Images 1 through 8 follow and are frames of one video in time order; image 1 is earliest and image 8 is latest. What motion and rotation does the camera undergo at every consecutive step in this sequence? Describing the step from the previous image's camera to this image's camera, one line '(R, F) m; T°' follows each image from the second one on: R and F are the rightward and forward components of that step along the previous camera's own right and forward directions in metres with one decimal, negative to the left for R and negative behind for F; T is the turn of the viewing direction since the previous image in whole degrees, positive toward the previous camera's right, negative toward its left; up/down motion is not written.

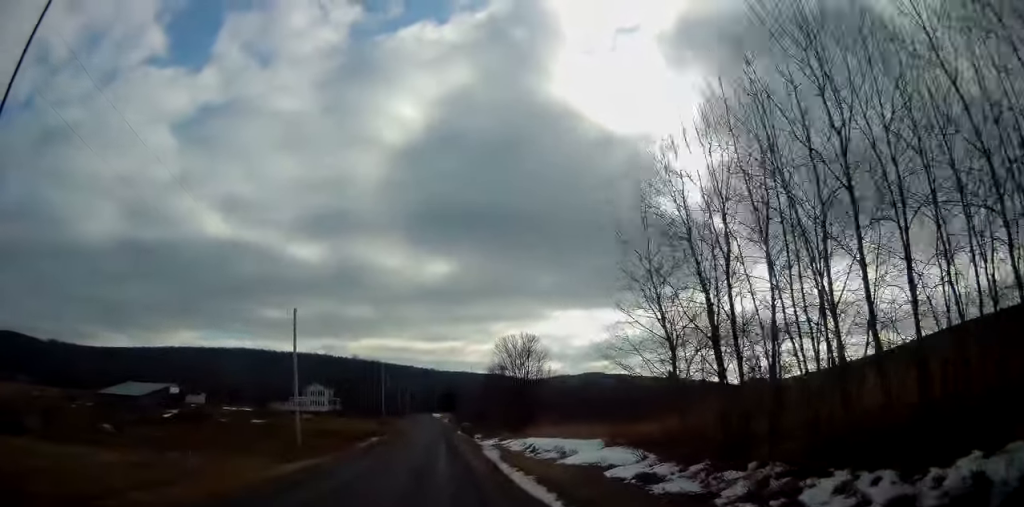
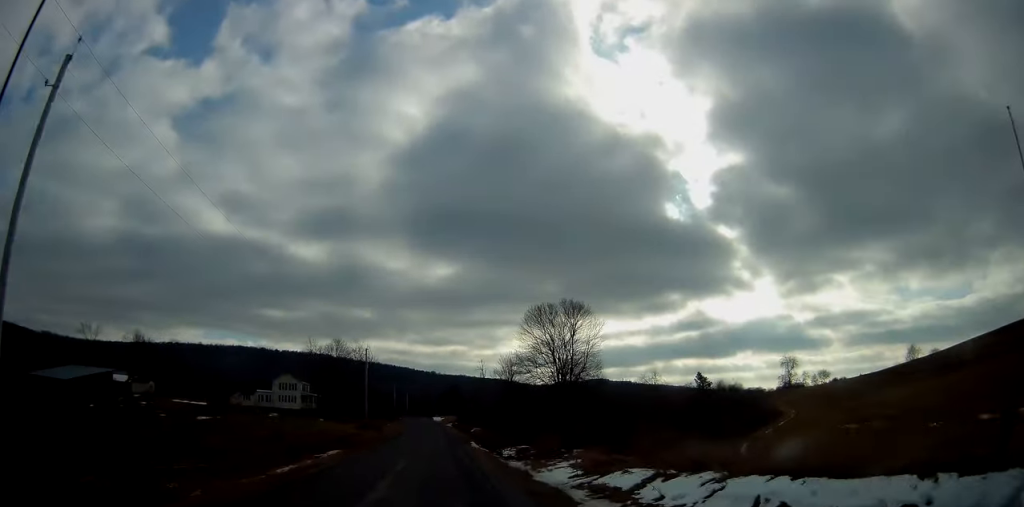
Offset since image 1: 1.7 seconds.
(+0.1, +28.5) m; -1°
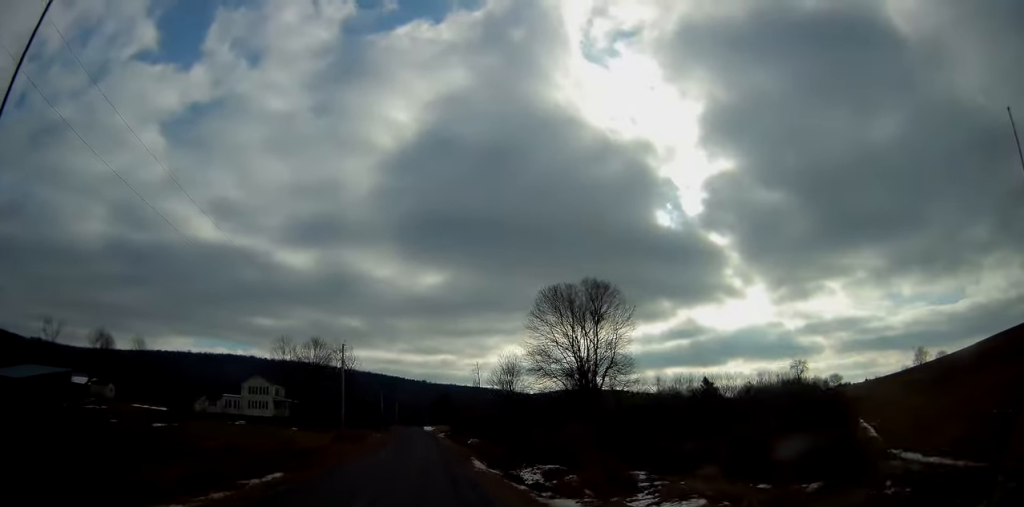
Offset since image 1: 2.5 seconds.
(-0.2, +13.7) m; 0°
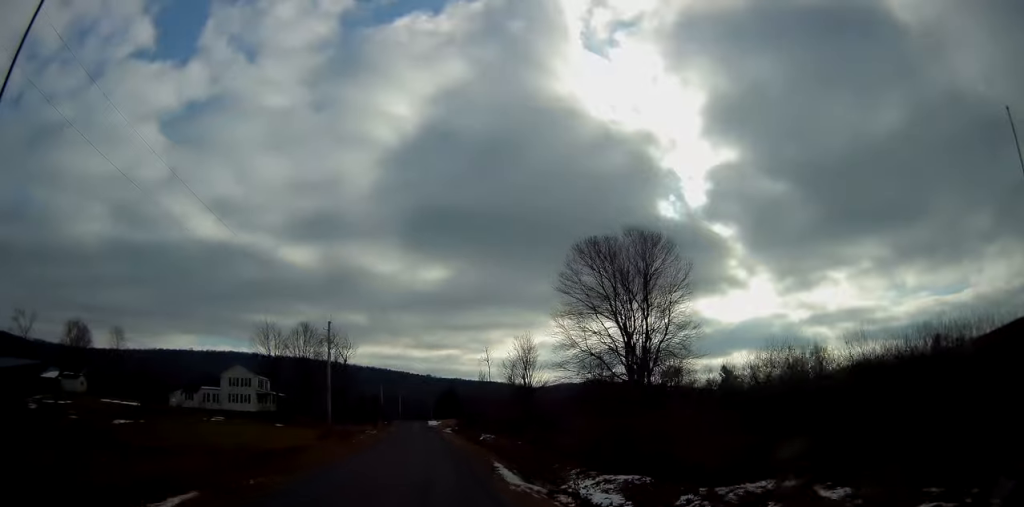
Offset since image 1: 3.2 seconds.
(+0.2, +12.2) m; +1°
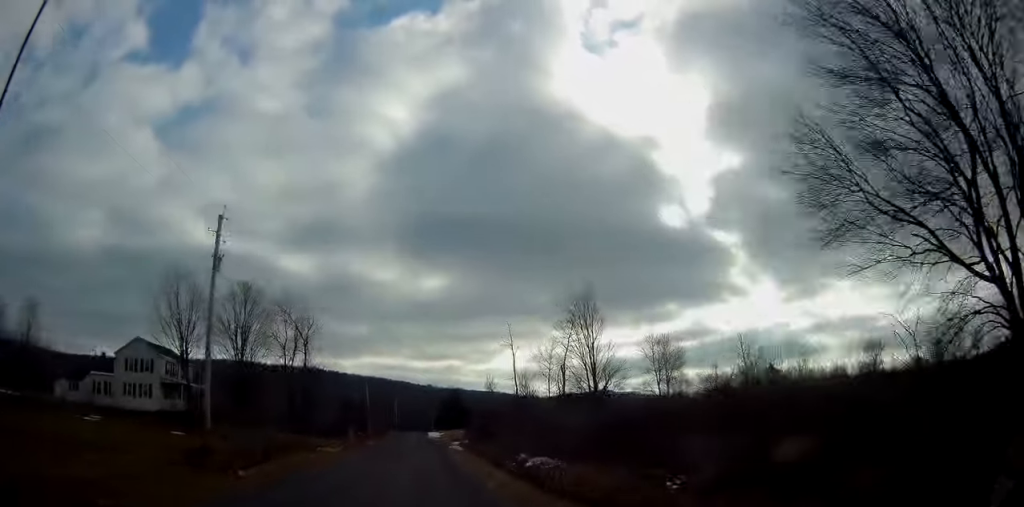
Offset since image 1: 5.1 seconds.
(-0.1, +31.9) m; -1°
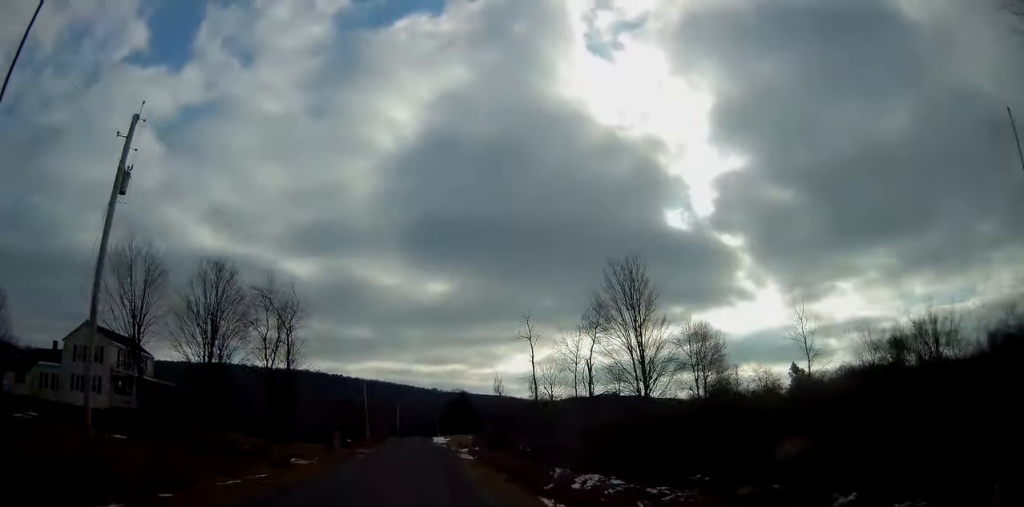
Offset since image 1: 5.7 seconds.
(-0.1, +10.5) m; 0°
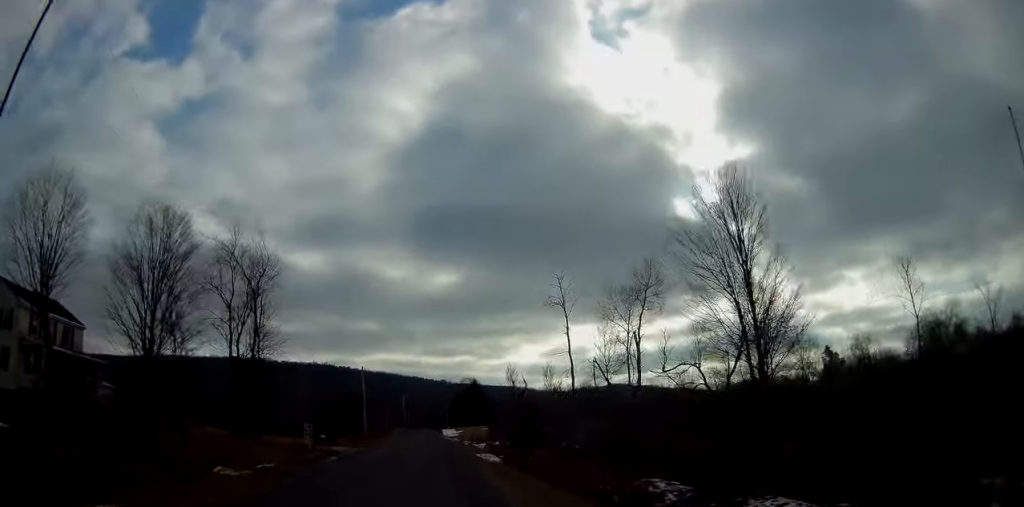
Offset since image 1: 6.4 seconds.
(+0.2, +13.5) m; -1°
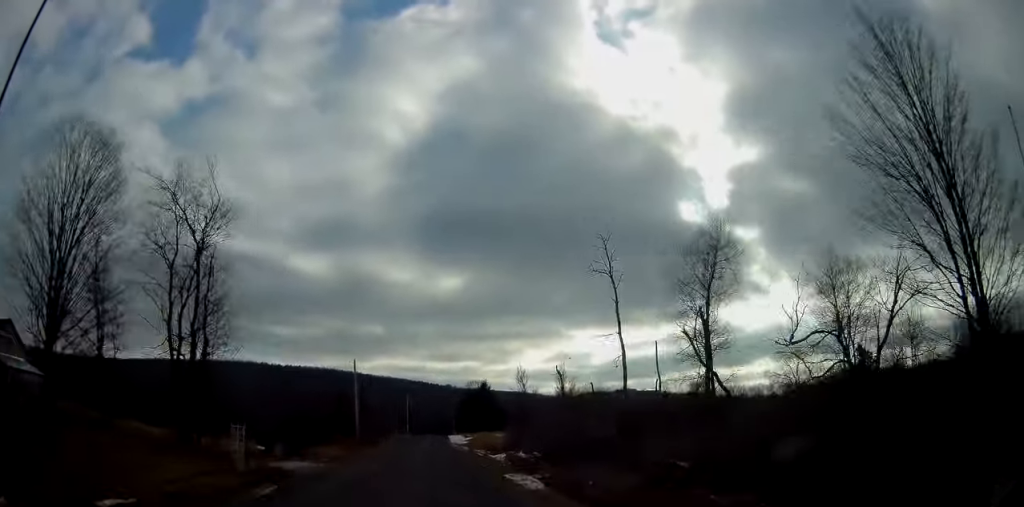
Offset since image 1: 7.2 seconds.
(-0.3, +12.9) m; -1°
